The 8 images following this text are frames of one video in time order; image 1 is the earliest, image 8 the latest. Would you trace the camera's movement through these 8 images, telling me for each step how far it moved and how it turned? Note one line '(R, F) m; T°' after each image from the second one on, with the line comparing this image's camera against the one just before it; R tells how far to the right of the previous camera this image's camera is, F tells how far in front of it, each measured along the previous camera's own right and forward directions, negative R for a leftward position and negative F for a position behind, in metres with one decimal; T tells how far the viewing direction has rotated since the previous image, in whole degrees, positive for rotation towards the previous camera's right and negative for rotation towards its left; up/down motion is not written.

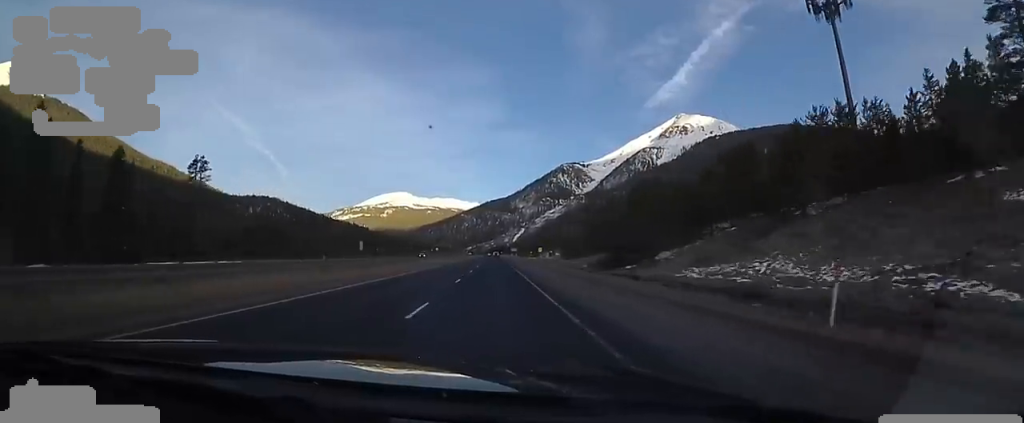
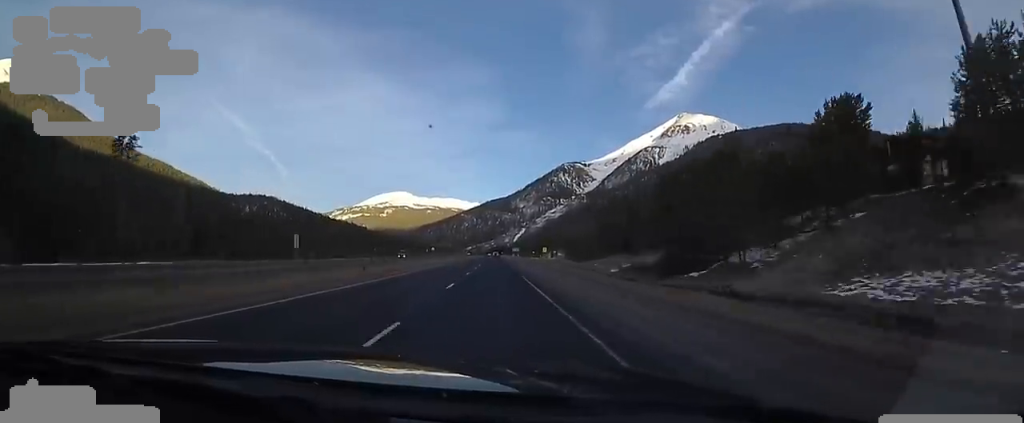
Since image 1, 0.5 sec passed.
(+0.2, +15.8) m; 0°
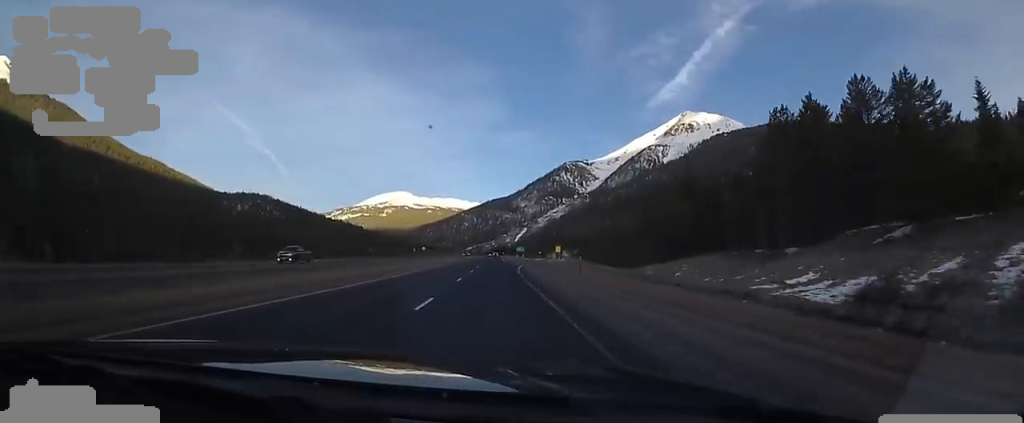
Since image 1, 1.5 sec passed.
(-0.3, +31.4) m; -2°
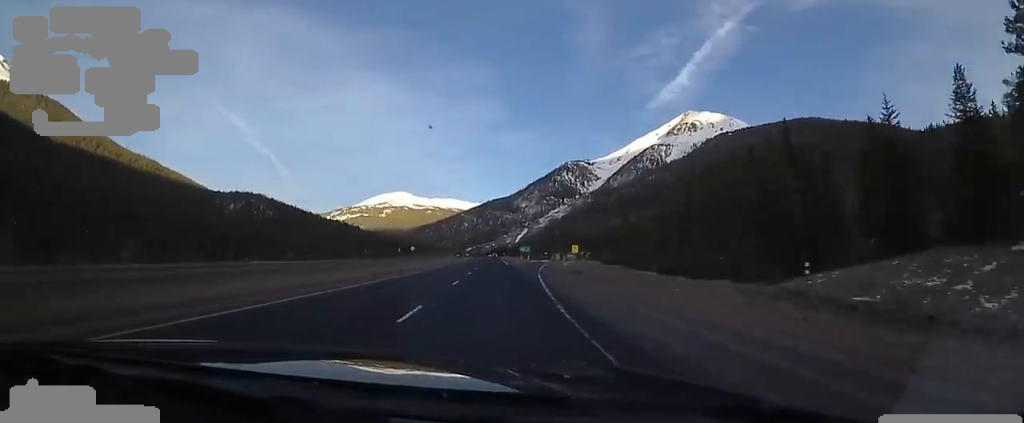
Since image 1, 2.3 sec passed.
(-1.2, +25.9) m; 0°
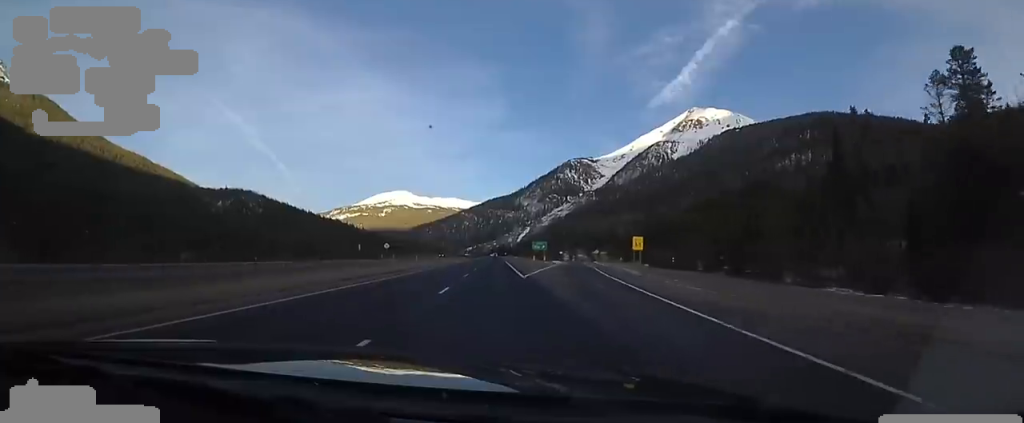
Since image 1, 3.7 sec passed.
(+1.0, +41.2) m; 0°
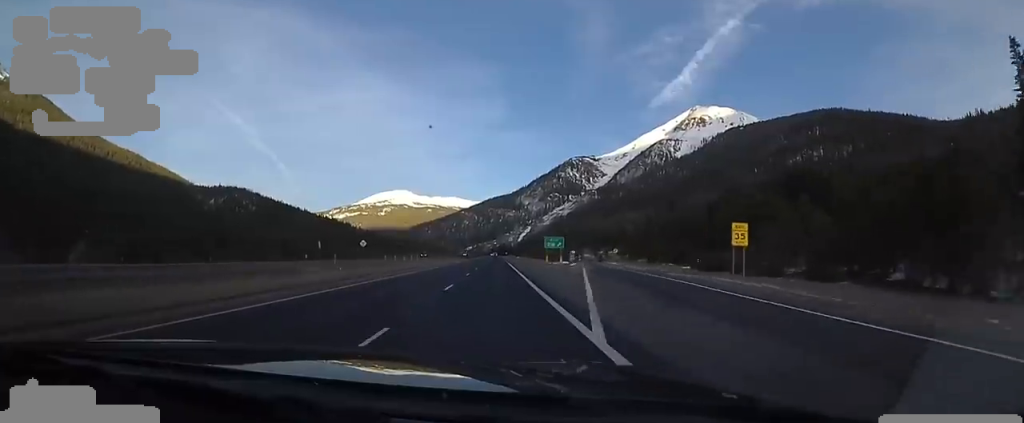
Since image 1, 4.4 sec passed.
(-0.8, +22.7) m; 0°
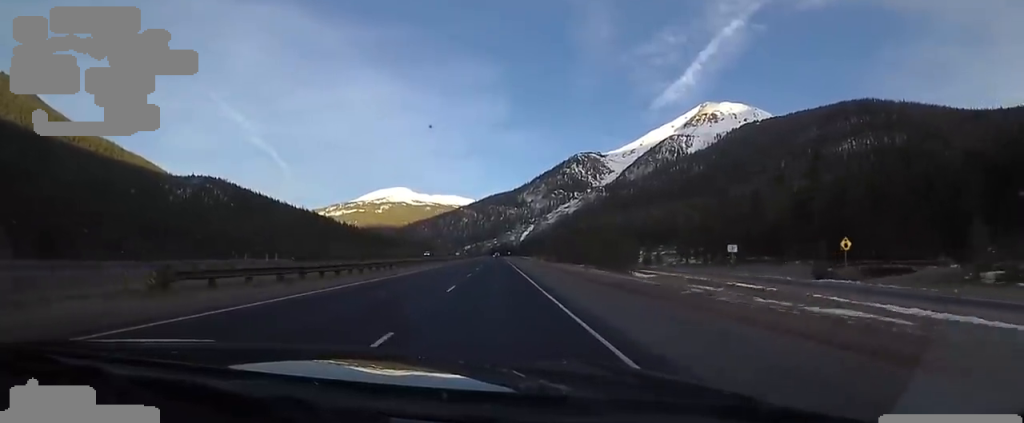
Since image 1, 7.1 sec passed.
(+1.4, +84.6) m; 0°
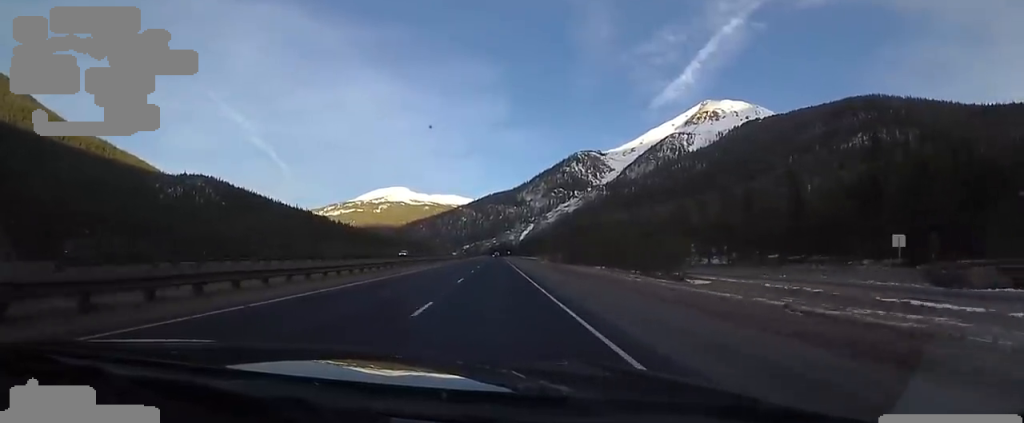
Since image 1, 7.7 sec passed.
(+0.4, +18.7) m; +1°
